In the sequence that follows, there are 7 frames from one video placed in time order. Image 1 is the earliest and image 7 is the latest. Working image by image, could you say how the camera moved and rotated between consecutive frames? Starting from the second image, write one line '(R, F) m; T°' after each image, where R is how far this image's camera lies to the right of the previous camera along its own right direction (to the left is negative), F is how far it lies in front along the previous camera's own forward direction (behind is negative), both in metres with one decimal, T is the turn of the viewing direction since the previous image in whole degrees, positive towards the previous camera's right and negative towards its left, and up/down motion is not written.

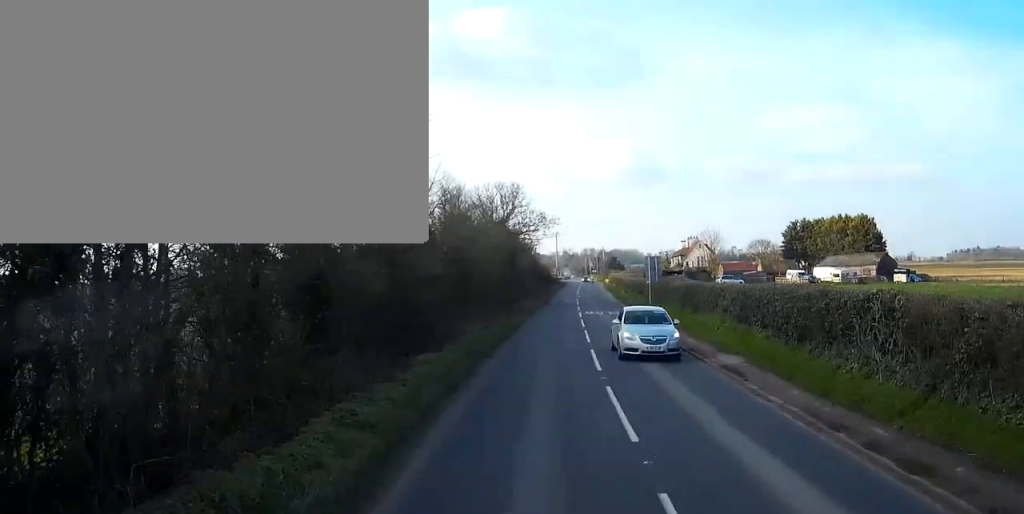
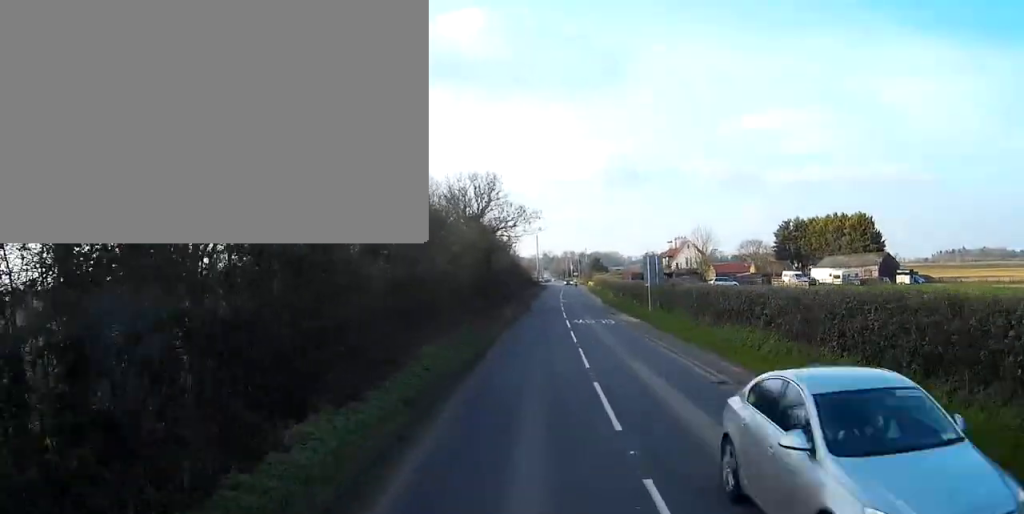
(+0.1, +7.1) m; +1°
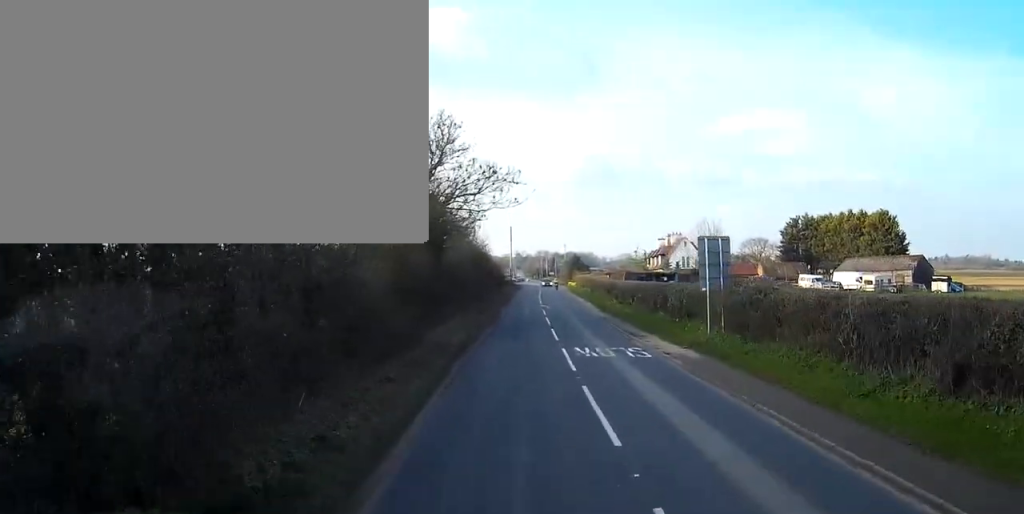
(+0.5, +17.7) m; +2°
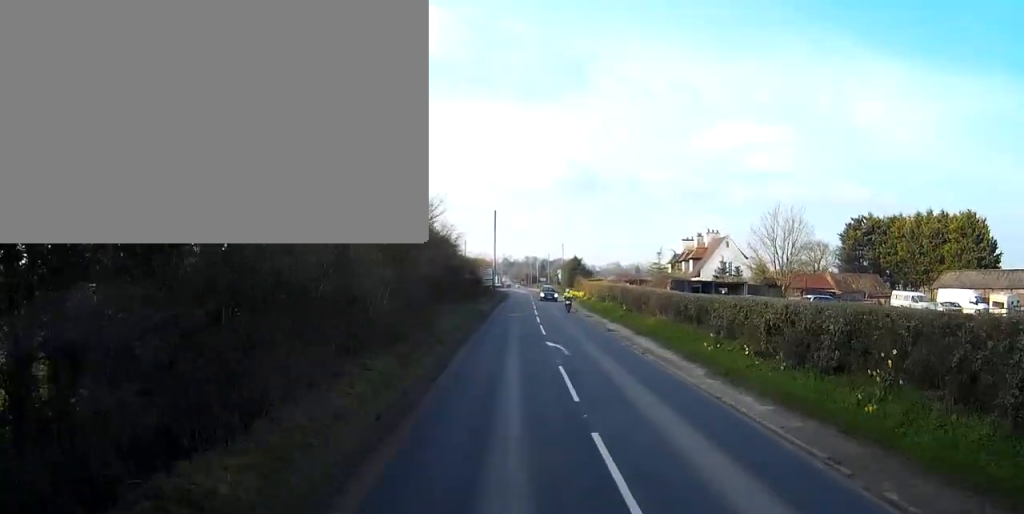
(+0.4, +30.1) m; +1°
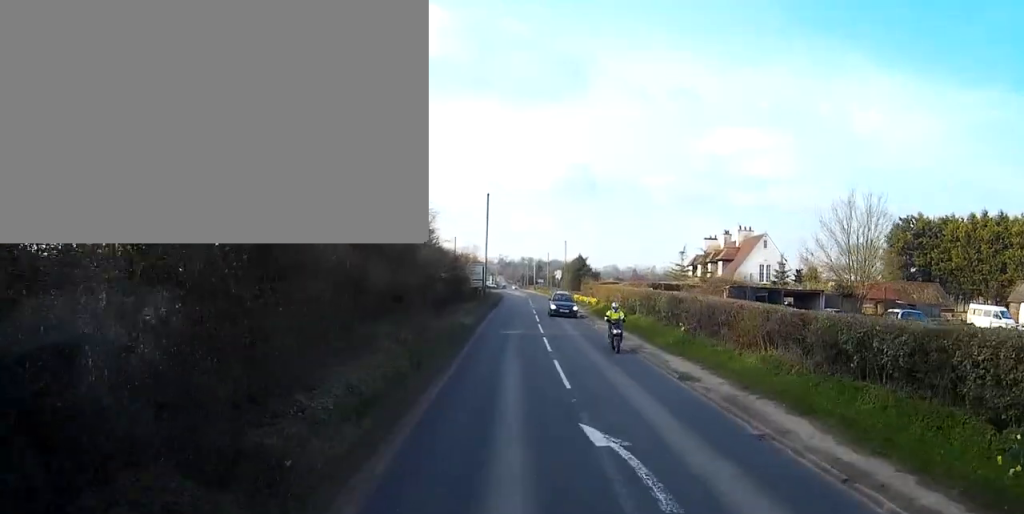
(0.0, +15.5) m; +1°
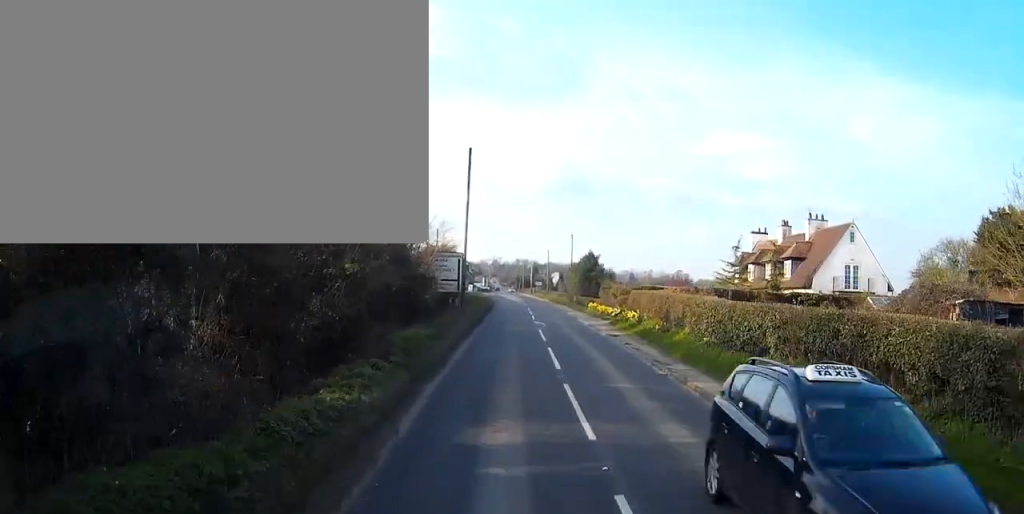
(+0.2, +21.9) m; +1°
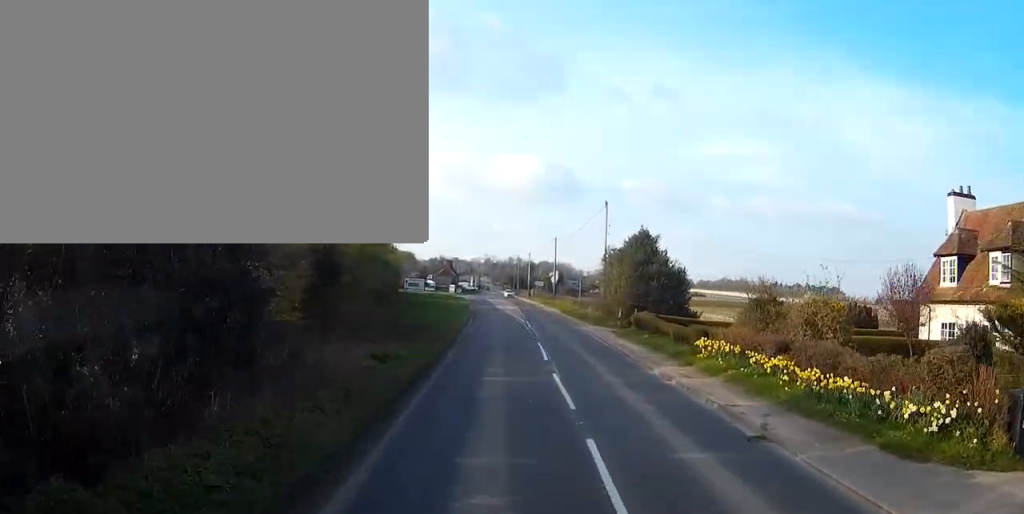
(-0.2, +41.2) m; -1°
